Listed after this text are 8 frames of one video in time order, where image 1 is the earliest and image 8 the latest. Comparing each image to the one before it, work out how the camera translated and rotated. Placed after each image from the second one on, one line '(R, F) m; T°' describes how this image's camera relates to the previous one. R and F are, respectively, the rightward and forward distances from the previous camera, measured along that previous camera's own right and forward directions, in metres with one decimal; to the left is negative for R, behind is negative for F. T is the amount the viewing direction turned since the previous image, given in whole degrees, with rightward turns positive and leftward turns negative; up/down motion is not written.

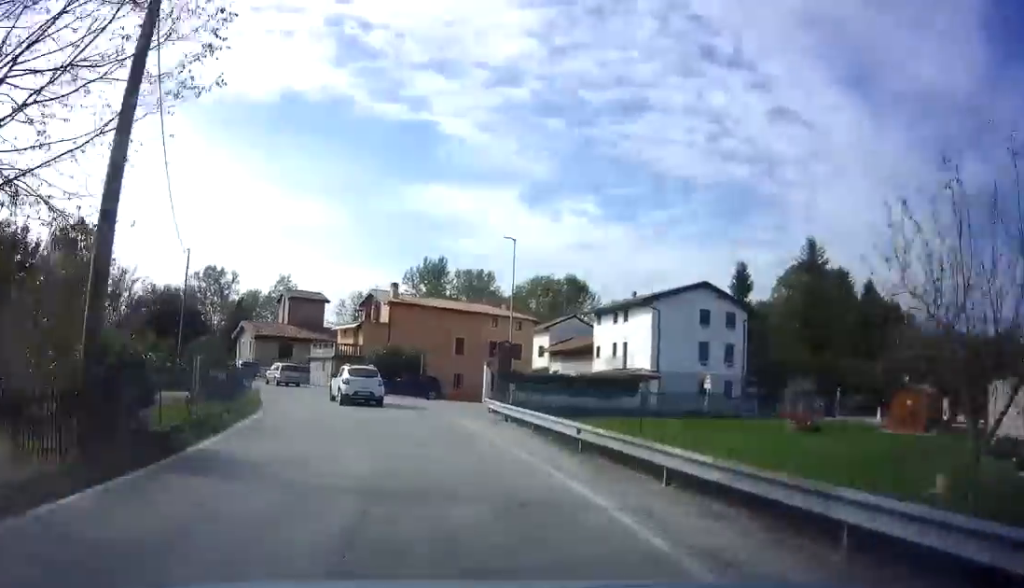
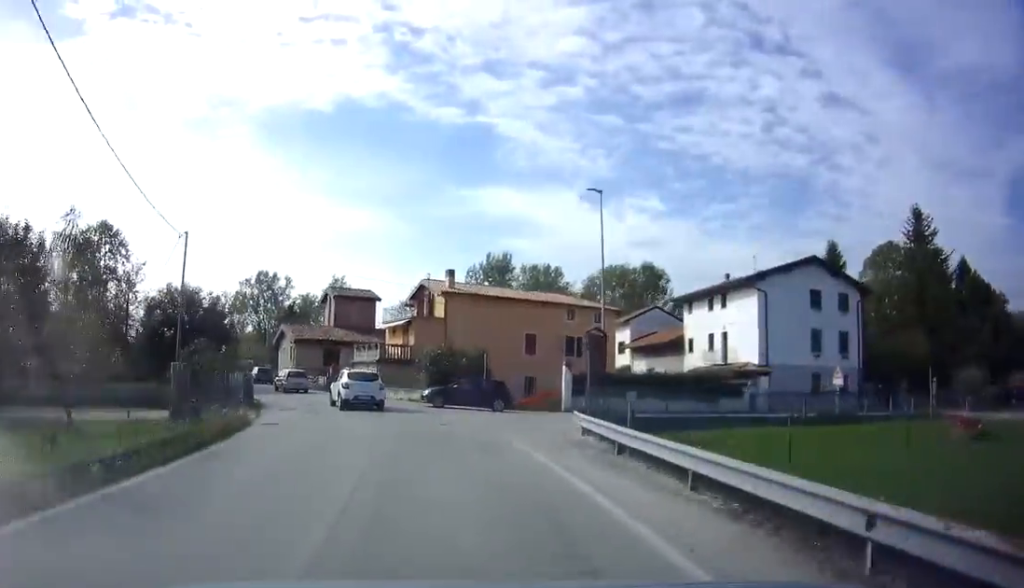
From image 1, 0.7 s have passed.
(-0.6, +8.1) m; -6°
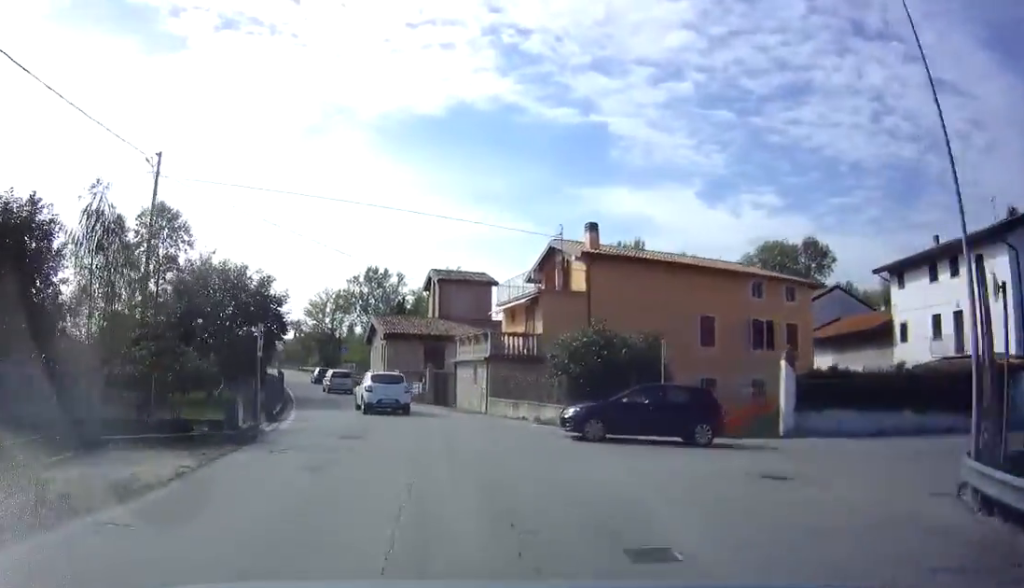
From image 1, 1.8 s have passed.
(-1.0, +12.5) m; -10°
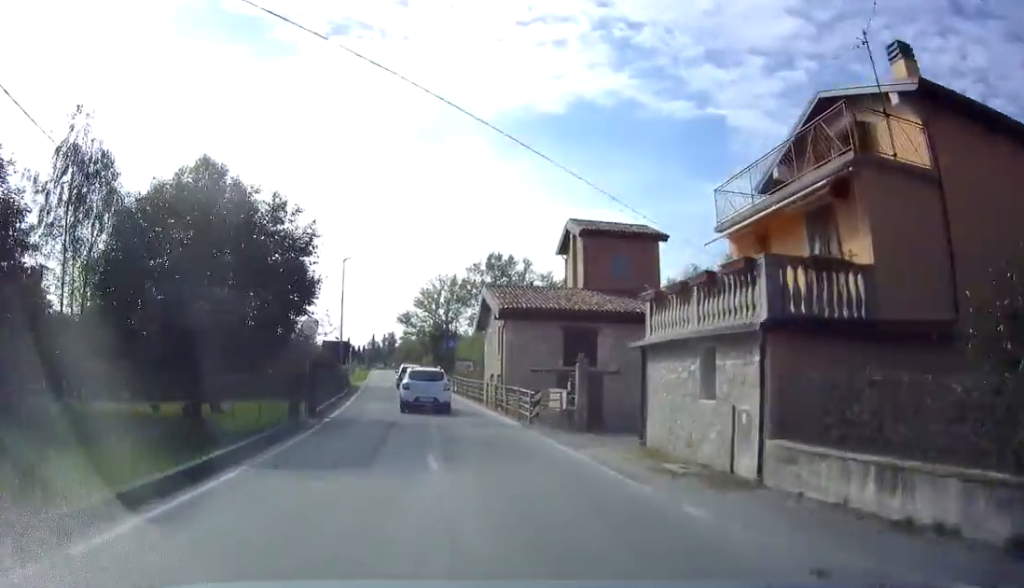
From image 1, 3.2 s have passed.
(-1.7, +15.4) m; -11°
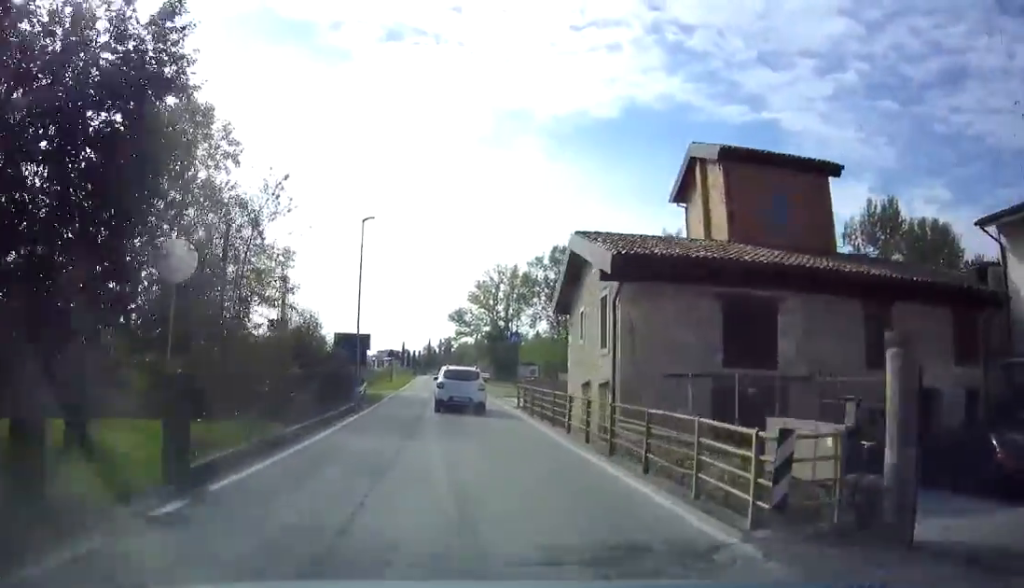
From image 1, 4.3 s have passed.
(-0.8, +12.3) m; -5°
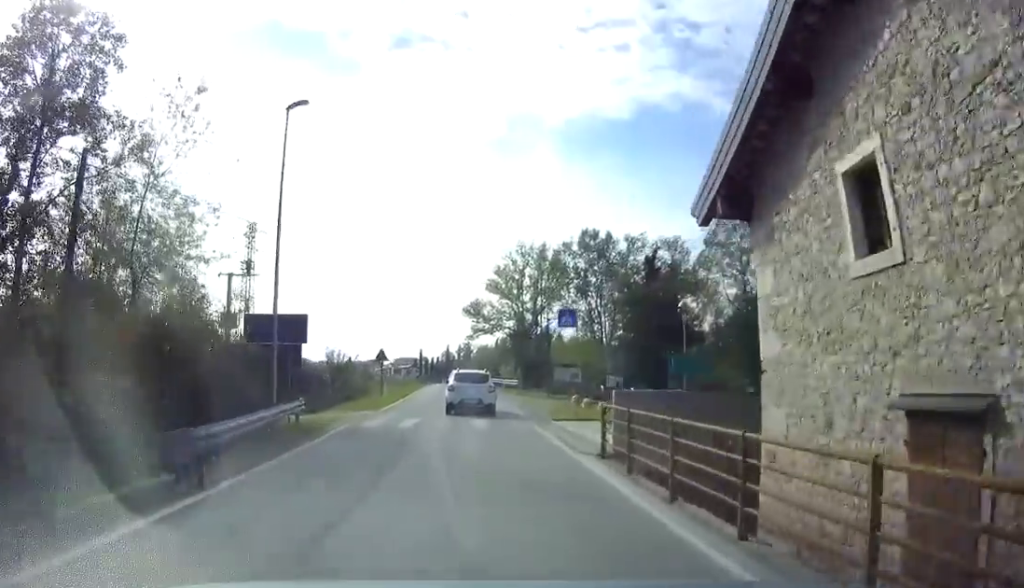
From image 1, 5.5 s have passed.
(-0.4, +13.8) m; -4°
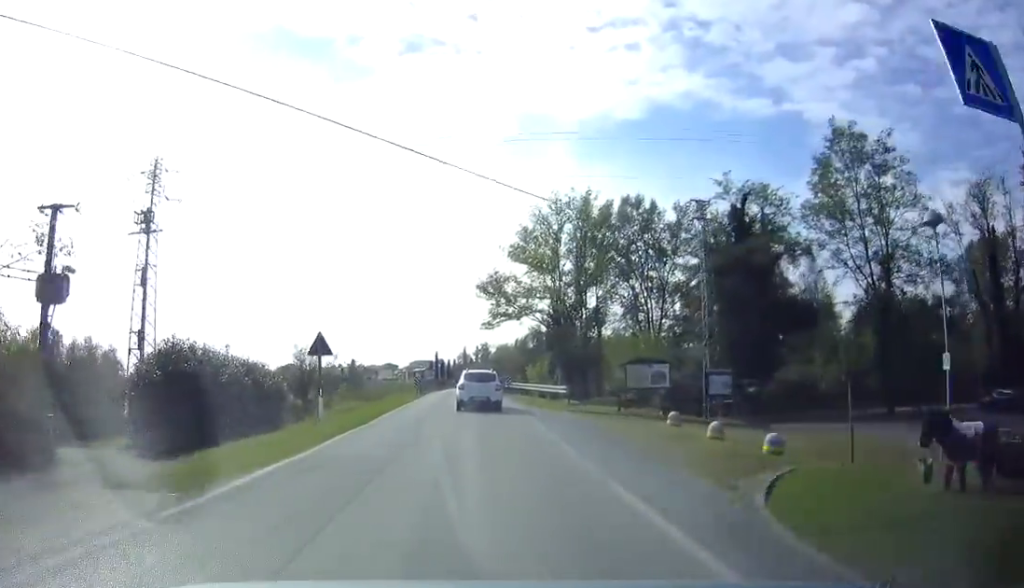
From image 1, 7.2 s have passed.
(-0.2, +17.1) m; +1°
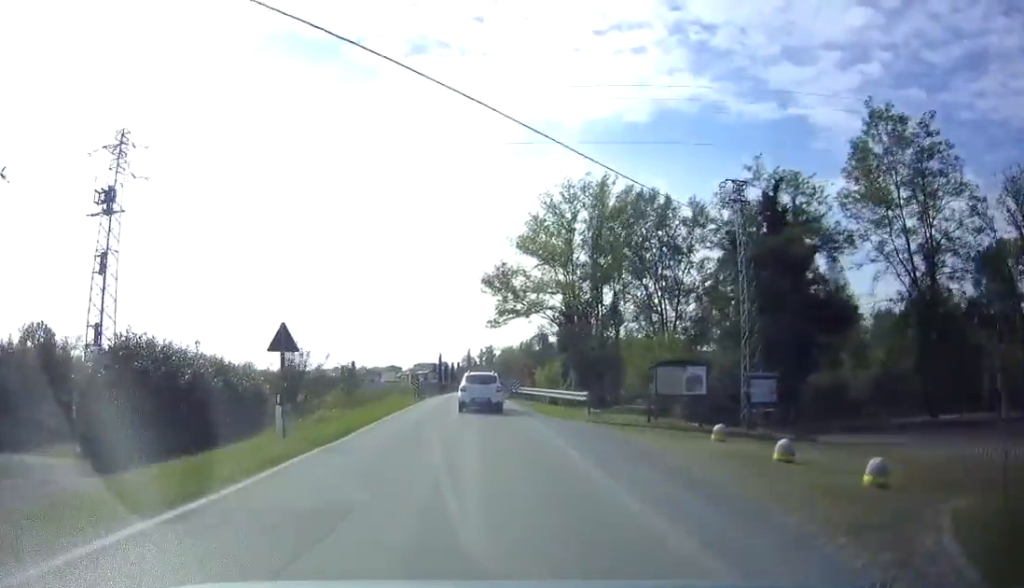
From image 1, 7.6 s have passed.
(+0.2, +4.4) m; 0°
